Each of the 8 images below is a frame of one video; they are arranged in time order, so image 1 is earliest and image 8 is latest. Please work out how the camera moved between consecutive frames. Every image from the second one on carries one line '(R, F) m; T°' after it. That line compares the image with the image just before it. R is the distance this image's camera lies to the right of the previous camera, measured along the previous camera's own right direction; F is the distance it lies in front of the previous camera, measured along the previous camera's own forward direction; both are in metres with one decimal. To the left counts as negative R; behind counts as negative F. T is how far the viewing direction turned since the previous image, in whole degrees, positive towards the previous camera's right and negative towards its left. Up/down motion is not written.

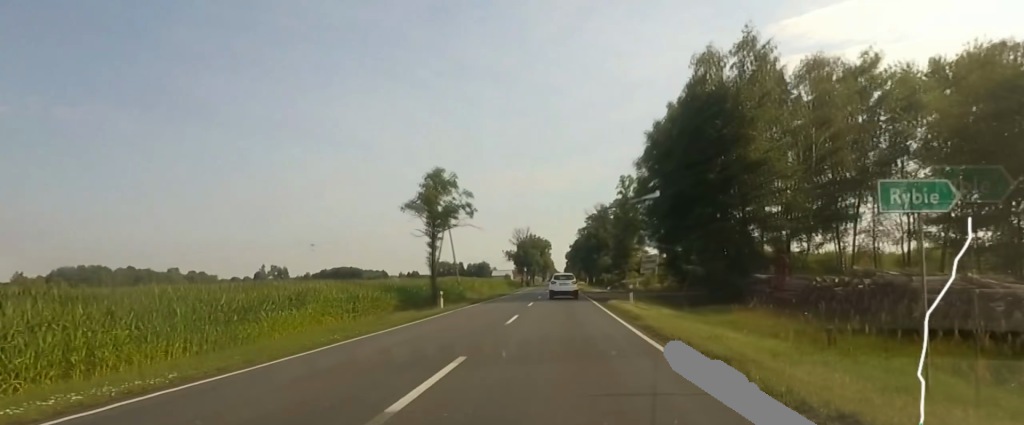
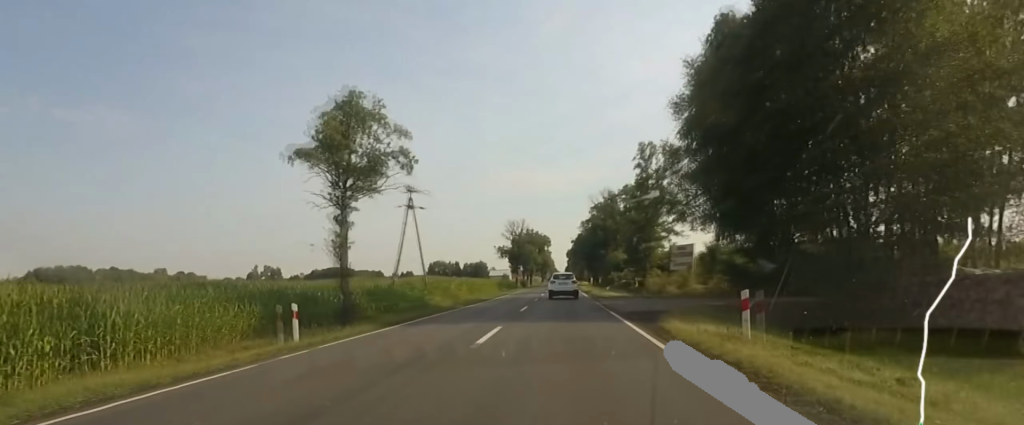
(-0.2, +17.7) m; 0°
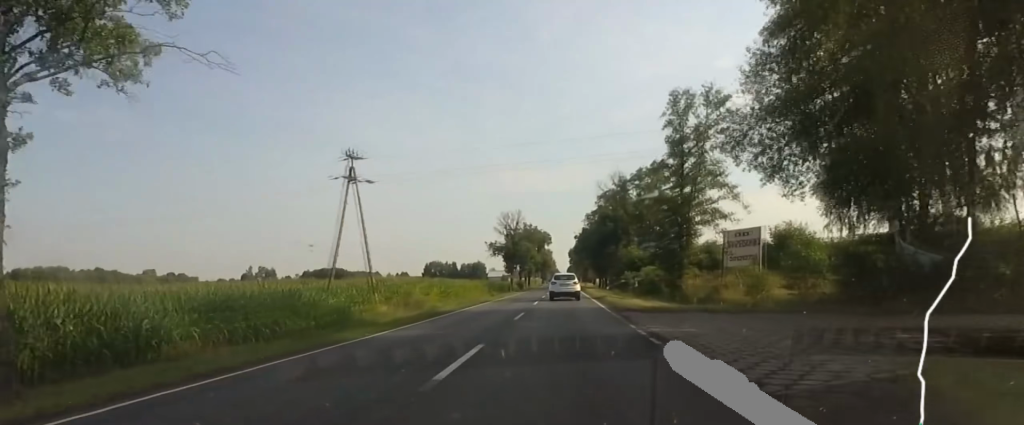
(+0.4, +16.0) m; 0°
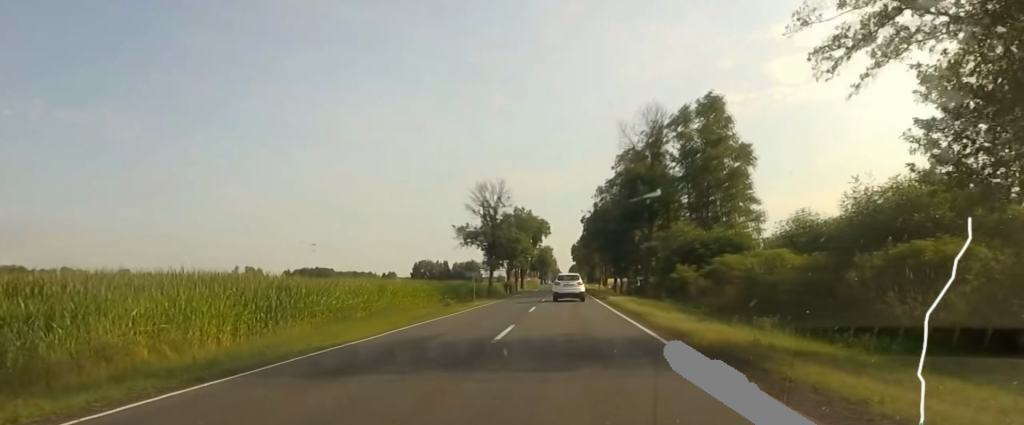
(-0.8, +30.3) m; -1°
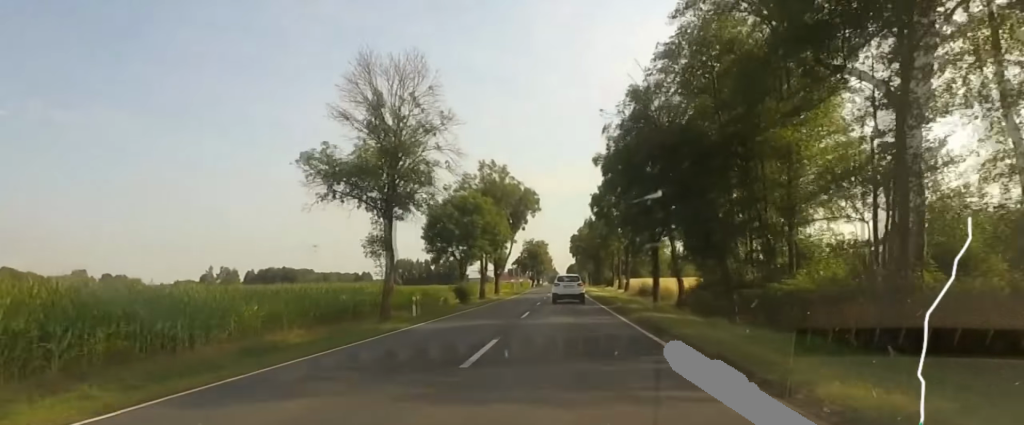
(+1.1, +38.0) m; +2°
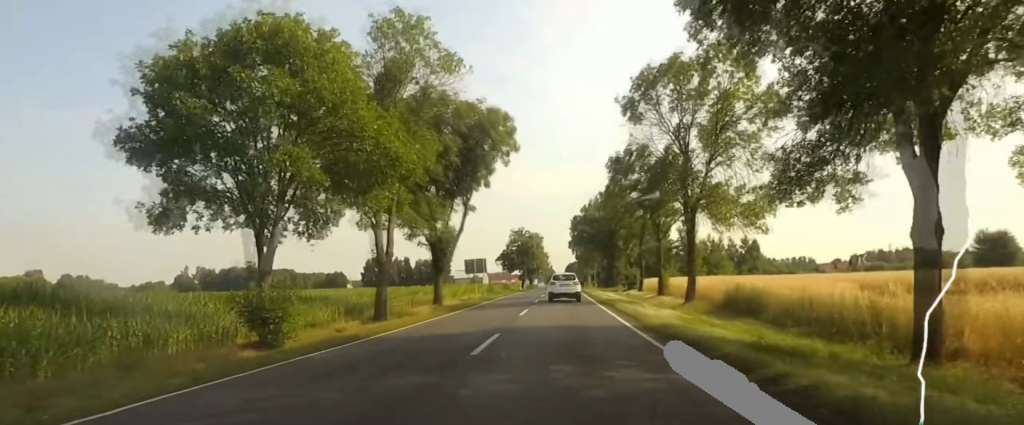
(-0.1, +33.5) m; 0°
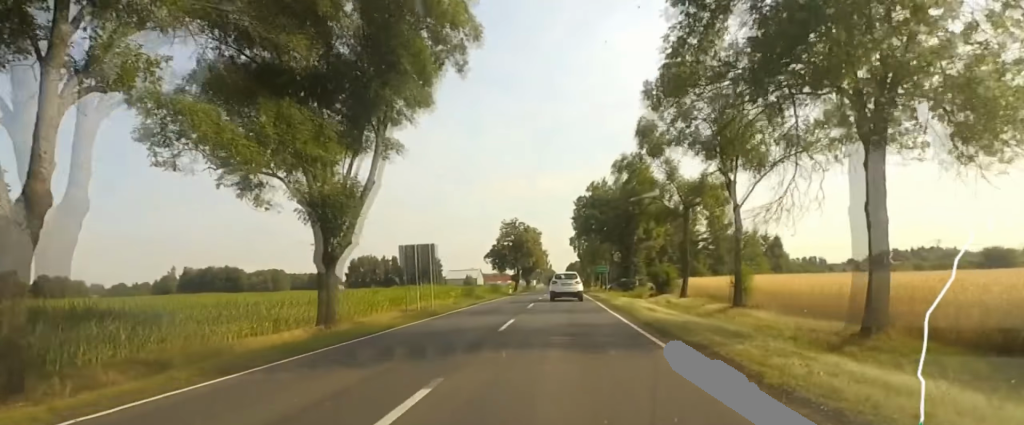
(+0.1, +18.7) m; 0°
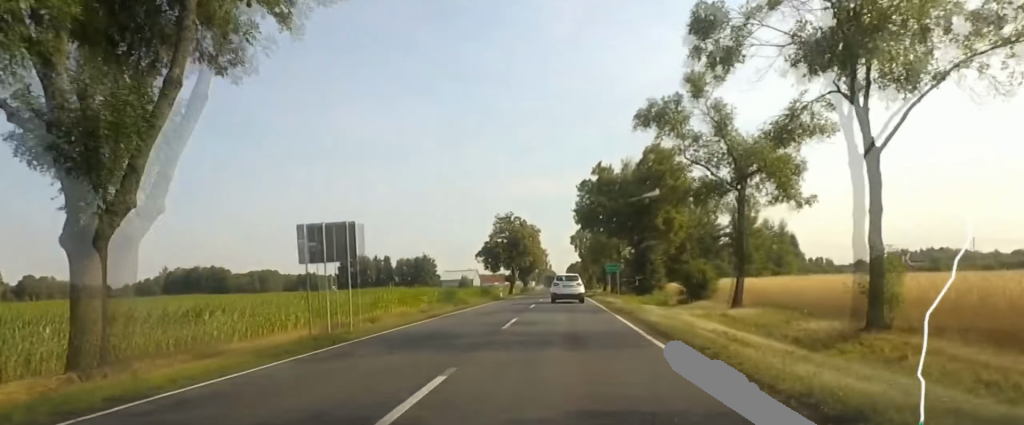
(-0.3, +10.7) m; 0°
